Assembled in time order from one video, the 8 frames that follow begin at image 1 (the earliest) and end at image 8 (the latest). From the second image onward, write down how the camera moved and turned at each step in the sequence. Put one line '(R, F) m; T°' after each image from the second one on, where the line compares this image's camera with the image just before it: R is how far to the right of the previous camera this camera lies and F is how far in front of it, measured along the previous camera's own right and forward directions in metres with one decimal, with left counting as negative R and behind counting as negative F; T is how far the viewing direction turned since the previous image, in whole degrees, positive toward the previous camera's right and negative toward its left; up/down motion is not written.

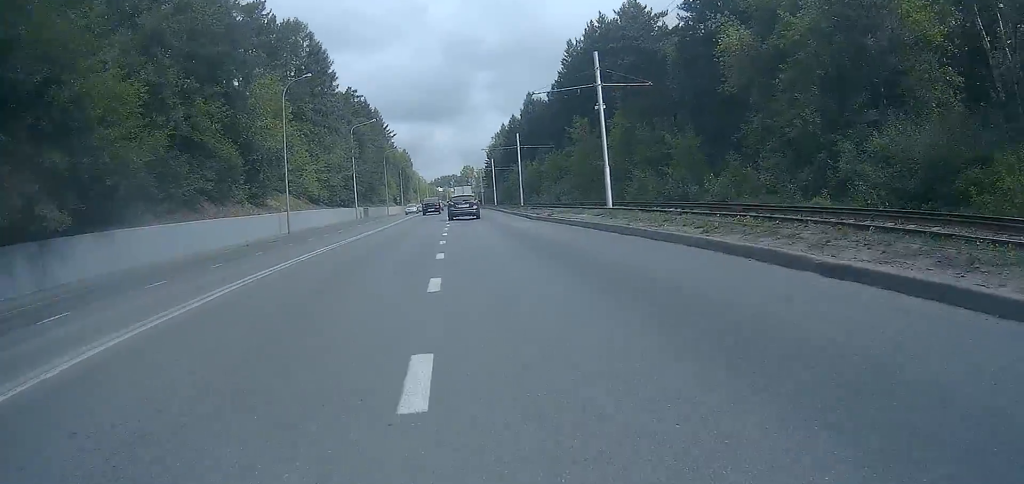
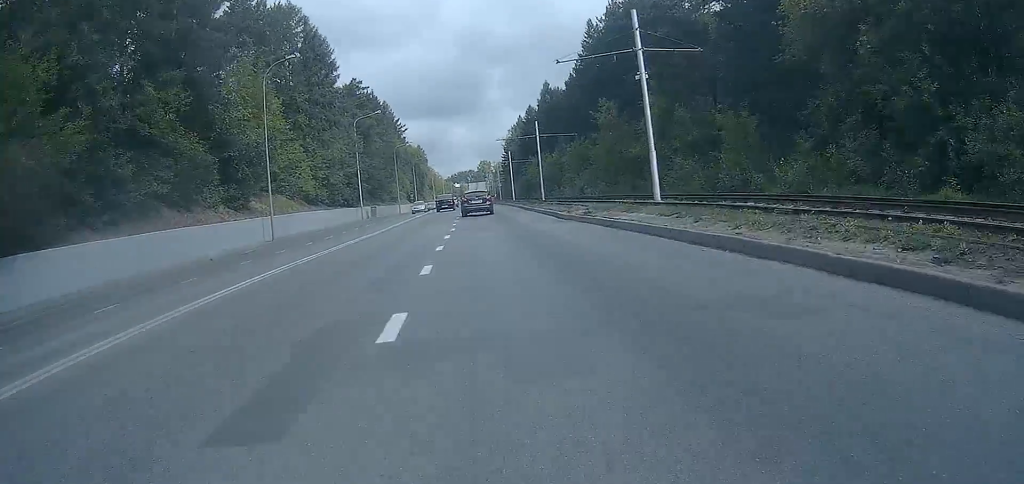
(-0.2, +6.5) m; -2°
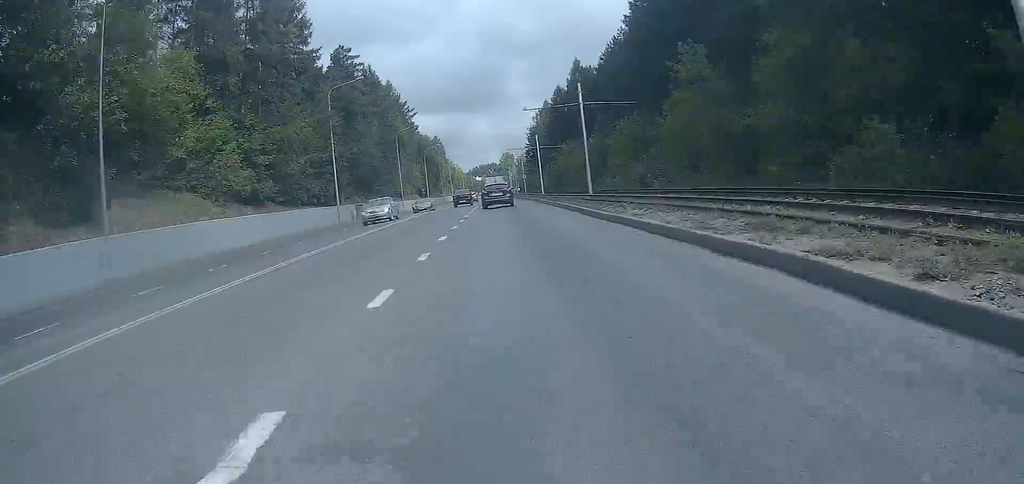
(-0.7, +19.9) m; -3°
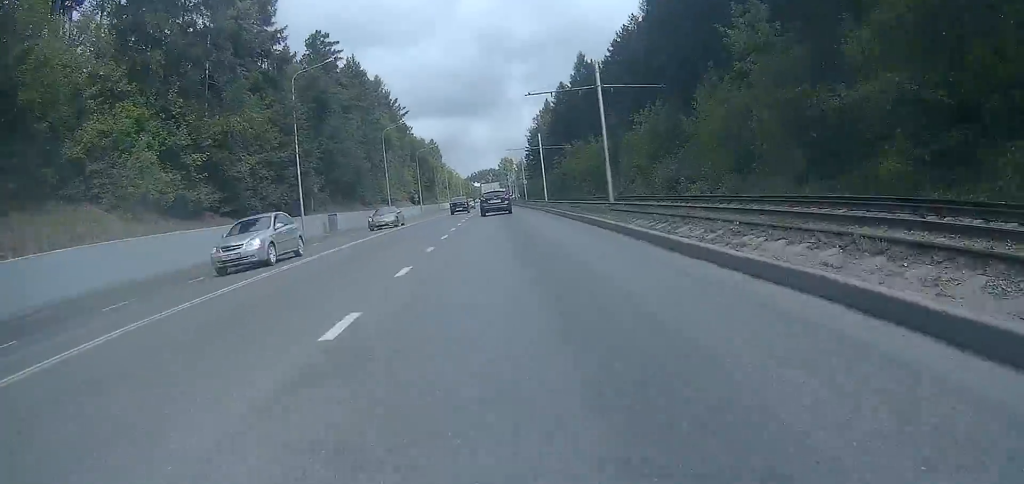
(-0.1, +9.5) m; 0°
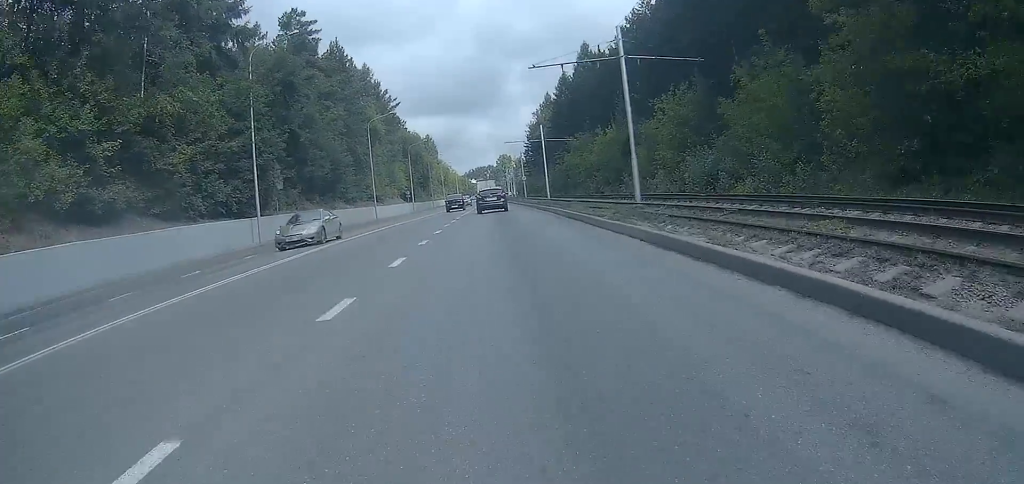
(-0.1, +8.0) m; 0°
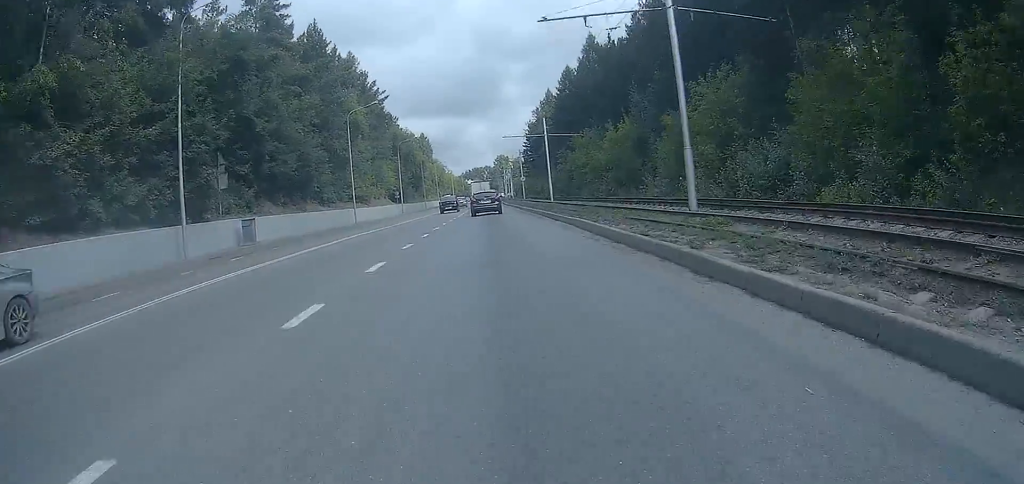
(+0.1, +9.0) m; 0°
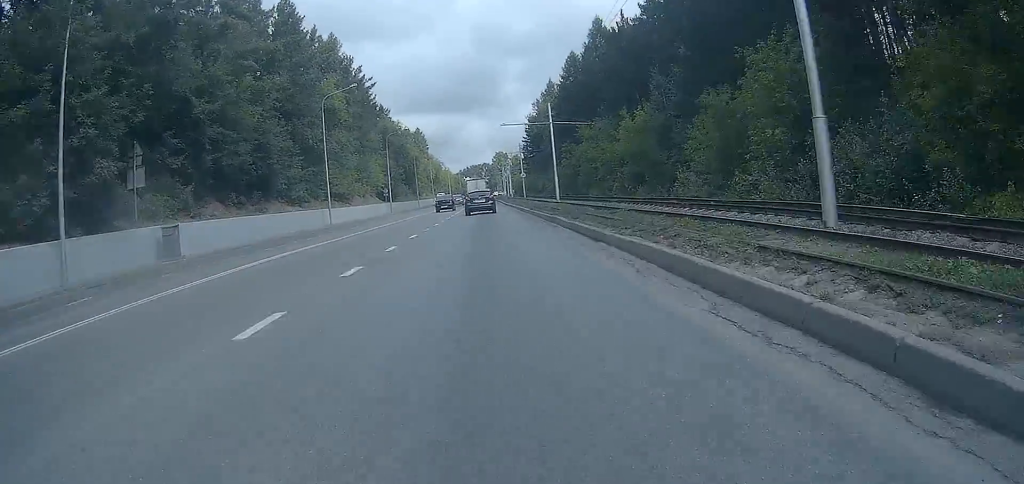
(0.0, +8.9) m; 0°
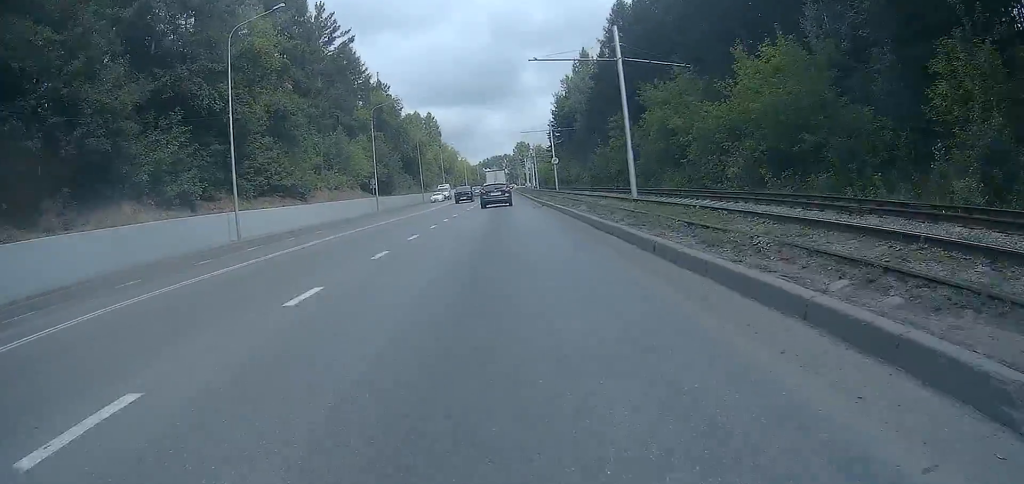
(-0.3, +23.8) m; -2°
